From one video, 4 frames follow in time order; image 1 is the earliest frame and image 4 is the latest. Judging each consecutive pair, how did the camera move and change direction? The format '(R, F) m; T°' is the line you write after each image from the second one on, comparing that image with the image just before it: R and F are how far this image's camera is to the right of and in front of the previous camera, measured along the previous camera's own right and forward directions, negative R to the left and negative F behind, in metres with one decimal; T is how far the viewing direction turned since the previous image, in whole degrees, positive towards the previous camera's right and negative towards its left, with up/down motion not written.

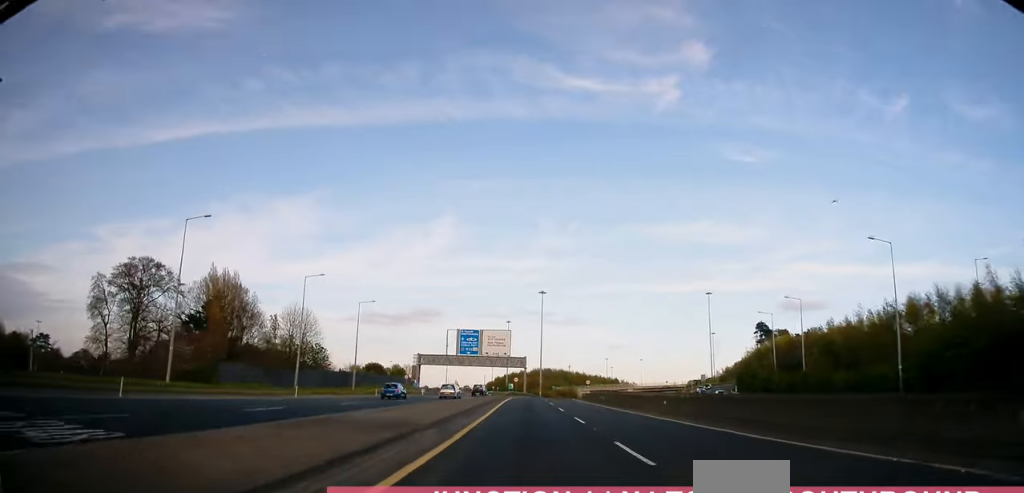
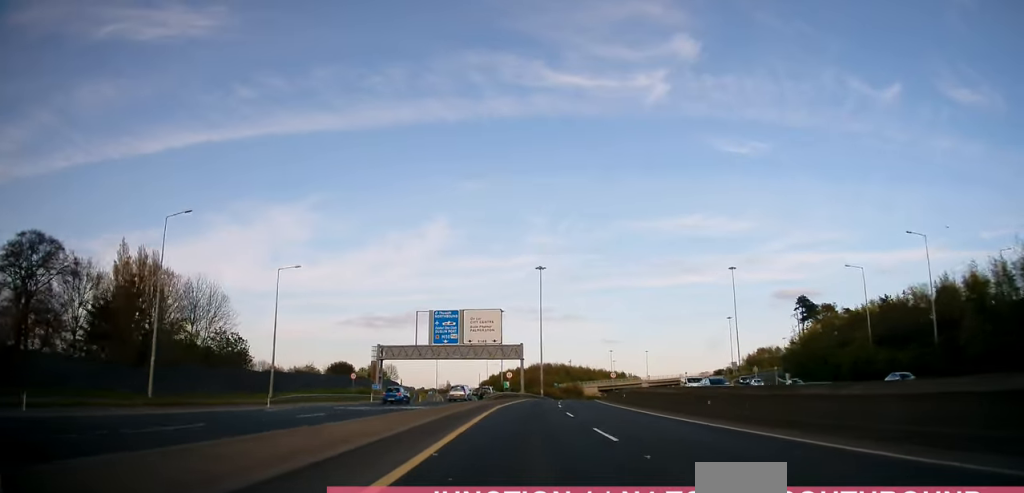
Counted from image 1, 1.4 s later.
(0.0, +30.7) m; 0°
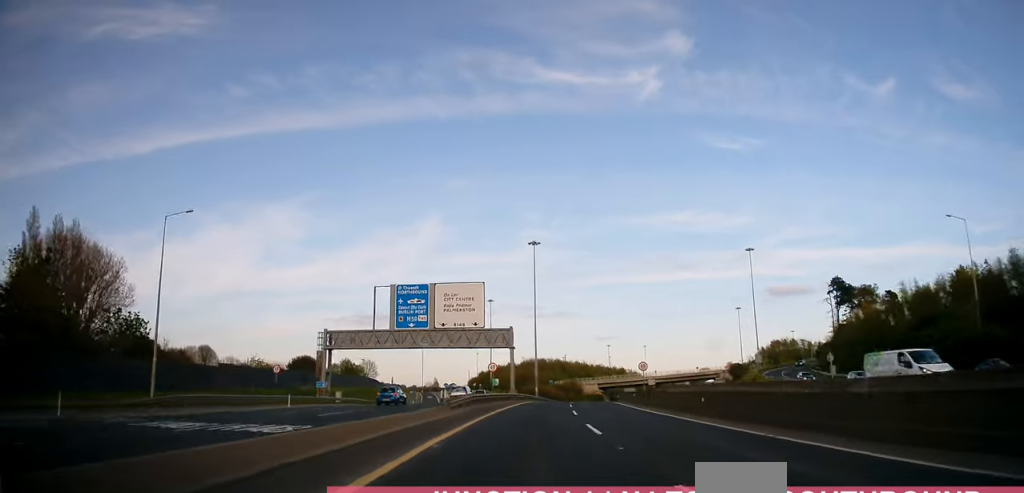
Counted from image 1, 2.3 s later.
(-0.1, +21.3) m; 0°
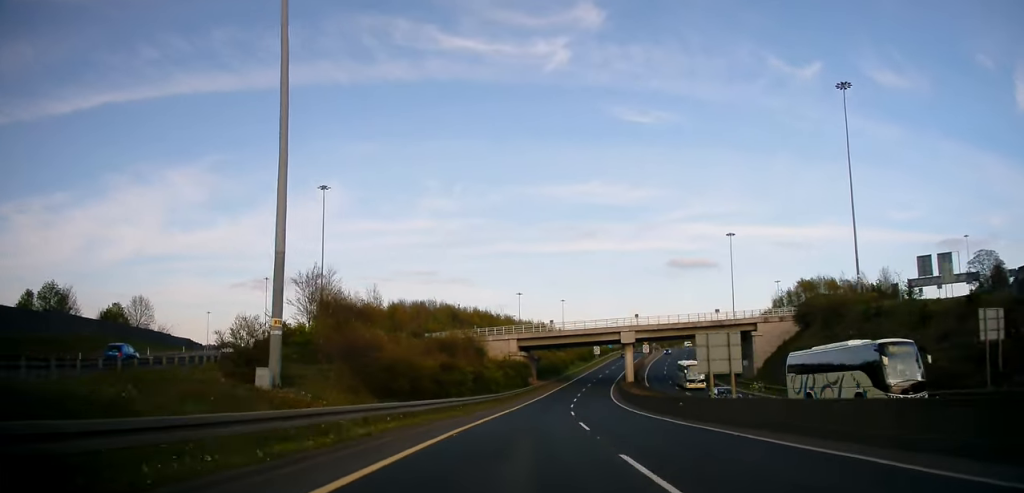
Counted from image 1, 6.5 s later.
(+8.8, +88.7) m; +10°
